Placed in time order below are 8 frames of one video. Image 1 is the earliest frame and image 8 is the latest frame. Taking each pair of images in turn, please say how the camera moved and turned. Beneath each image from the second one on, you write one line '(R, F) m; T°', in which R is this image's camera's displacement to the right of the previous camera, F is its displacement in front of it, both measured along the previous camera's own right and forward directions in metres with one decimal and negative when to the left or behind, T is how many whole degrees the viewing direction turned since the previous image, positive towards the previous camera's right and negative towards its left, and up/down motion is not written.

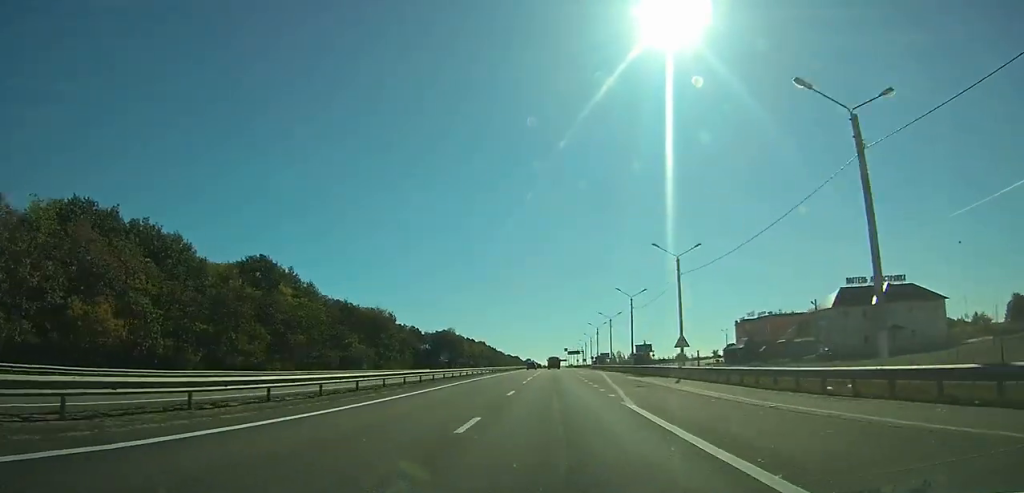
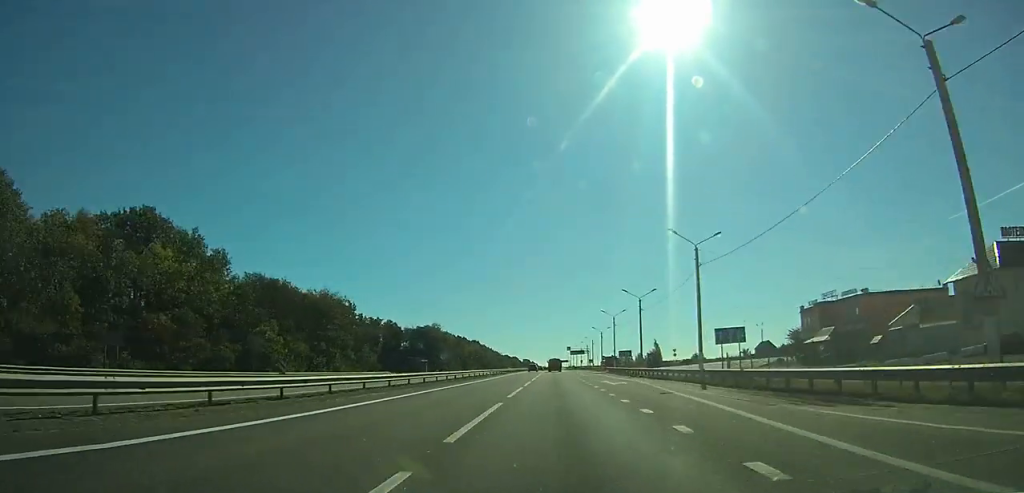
(0.0, +30.8) m; 0°
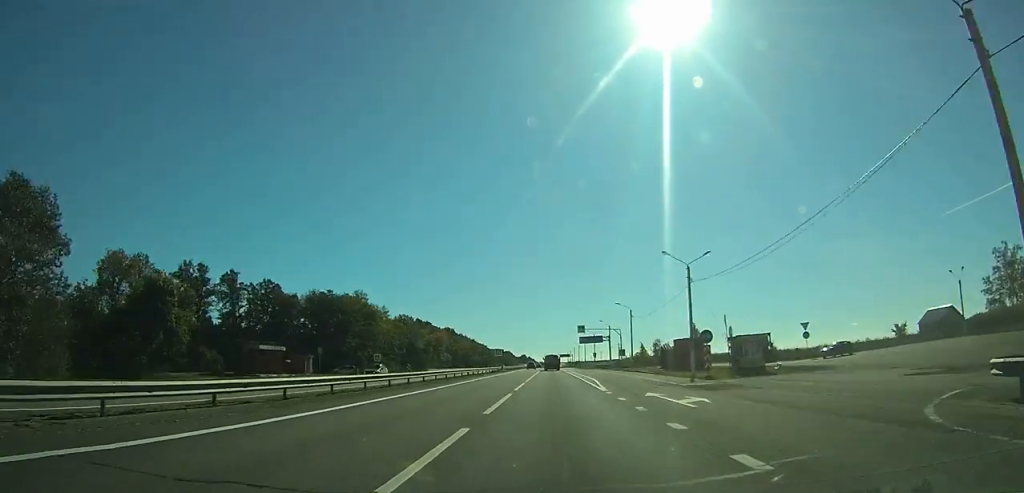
(+0.1, +78.9) m; 0°
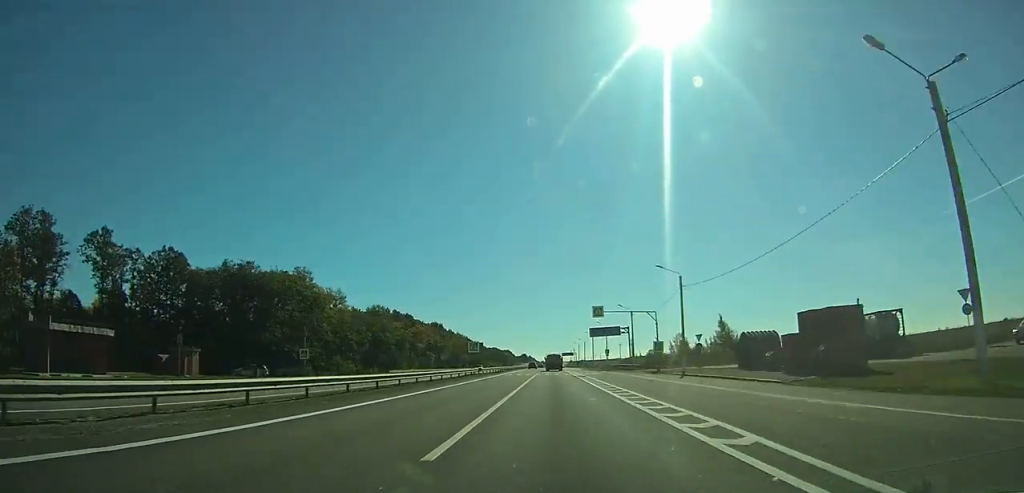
(0.0, +30.2) m; 0°
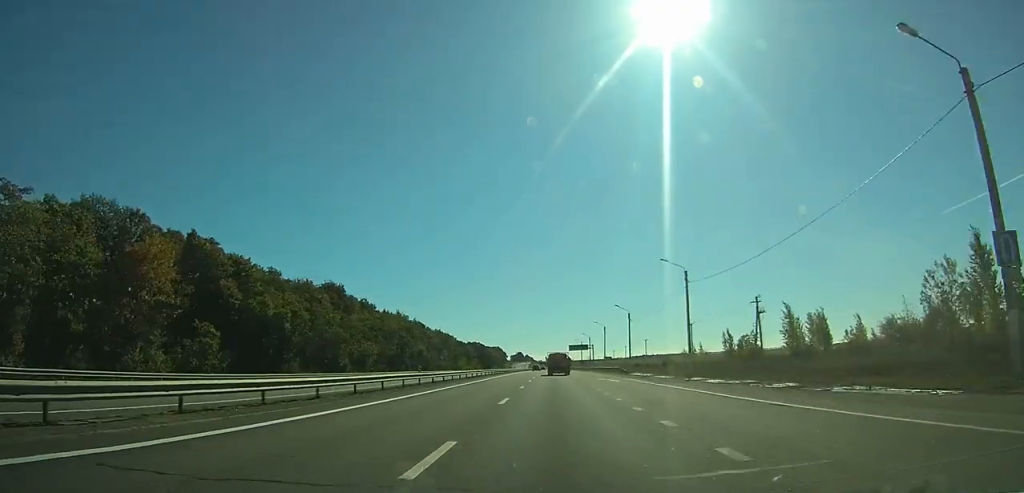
(-0.2, +107.9) m; 0°
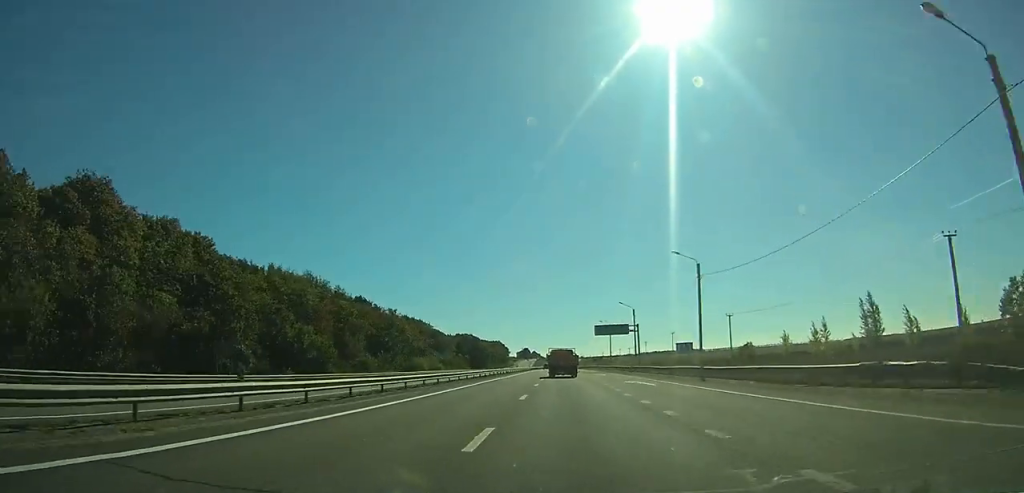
(-0.1, +69.2) m; 0°
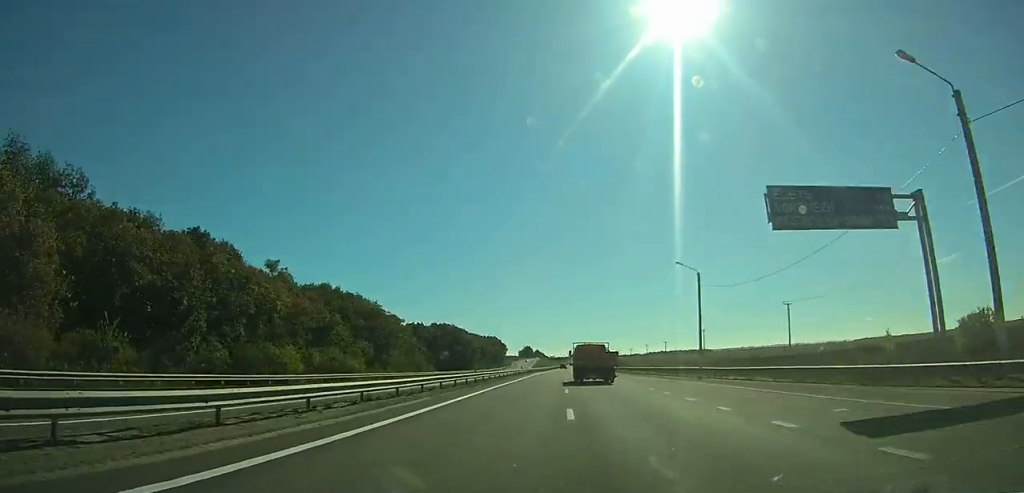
(-0.4, +66.2) m; 0°
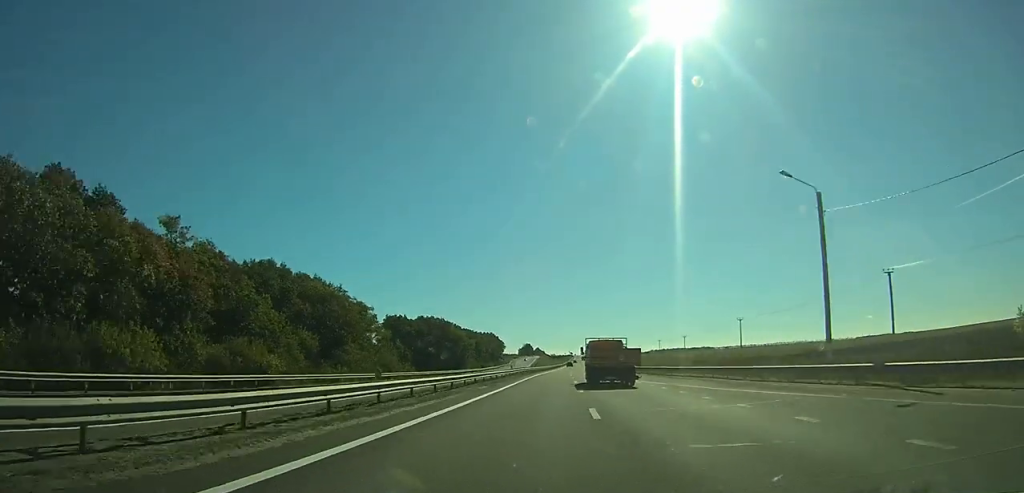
(0.0, +23.5) m; 0°
